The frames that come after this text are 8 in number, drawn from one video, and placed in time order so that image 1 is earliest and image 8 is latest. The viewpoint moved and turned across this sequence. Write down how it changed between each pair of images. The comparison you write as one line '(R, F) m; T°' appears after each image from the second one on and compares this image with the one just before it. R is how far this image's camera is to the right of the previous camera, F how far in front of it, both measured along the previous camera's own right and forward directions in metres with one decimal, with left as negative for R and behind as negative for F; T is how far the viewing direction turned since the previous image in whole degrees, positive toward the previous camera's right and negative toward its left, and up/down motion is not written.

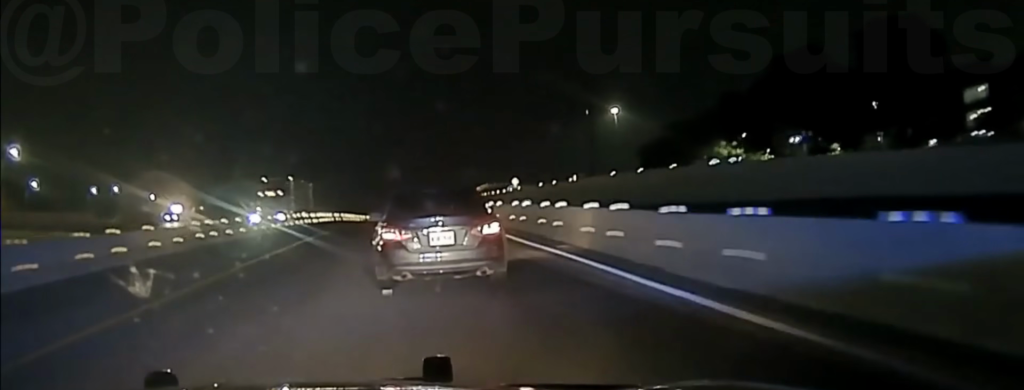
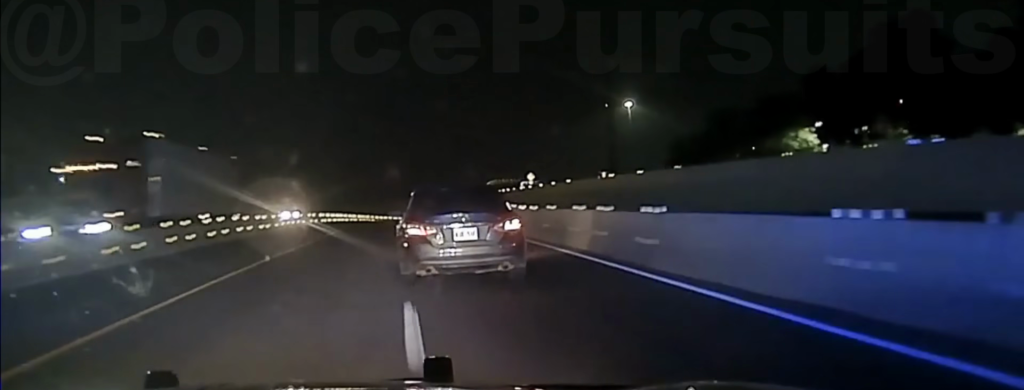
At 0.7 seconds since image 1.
(+0.1, +32.9) m; +1°
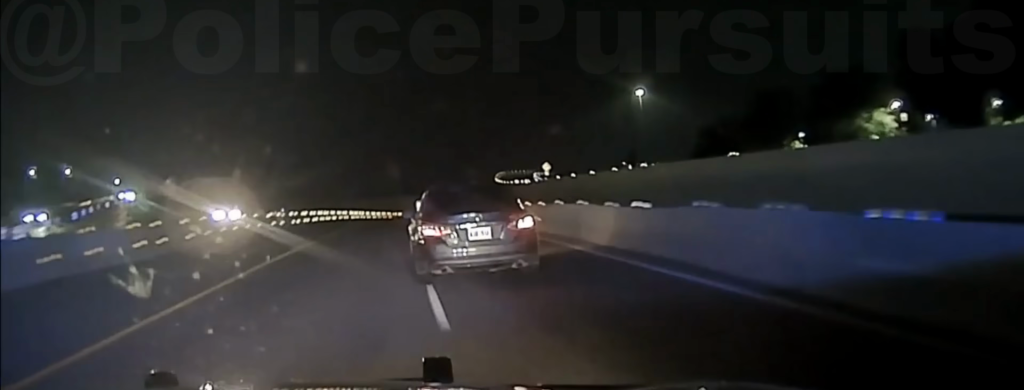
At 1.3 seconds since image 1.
(+0.3, +23.1) m; +1°
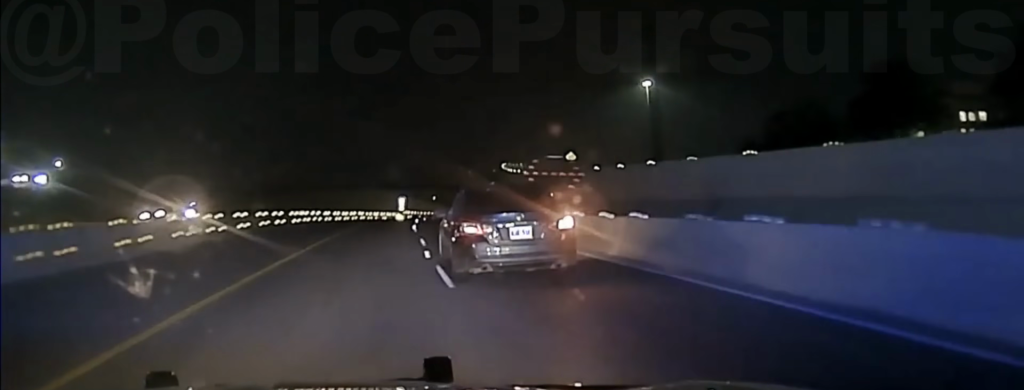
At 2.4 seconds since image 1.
(+0.6, +42.8) m; +1°
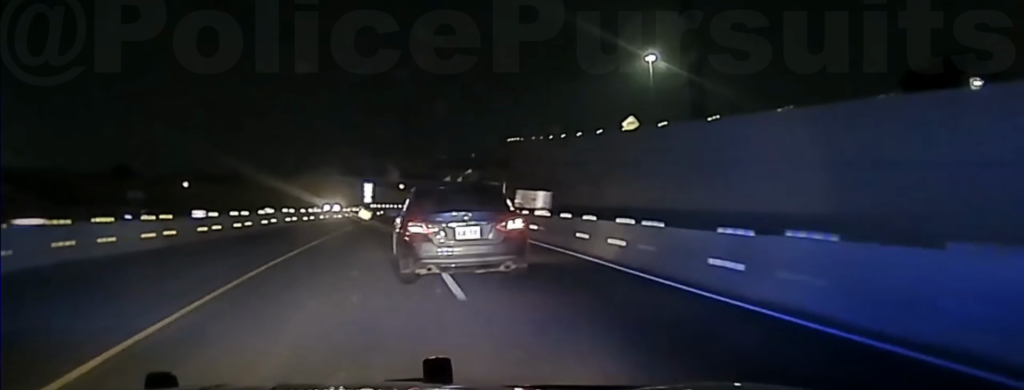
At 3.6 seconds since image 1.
(+0.3, +42.6) m; +2°
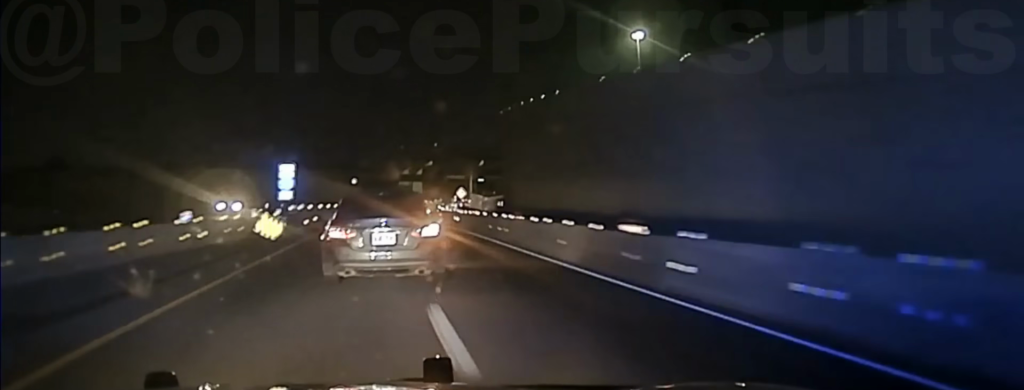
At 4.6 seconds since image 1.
(+0.8, +38.5) m; +2°
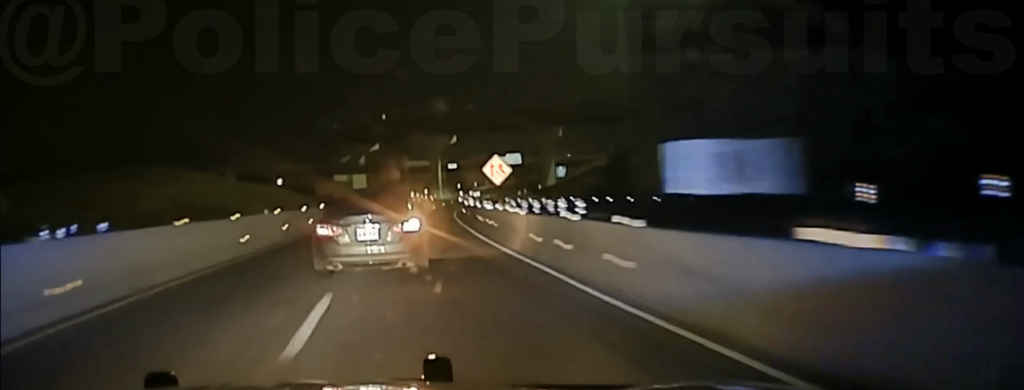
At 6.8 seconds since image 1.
(+4.3, +96.6) m; +4°
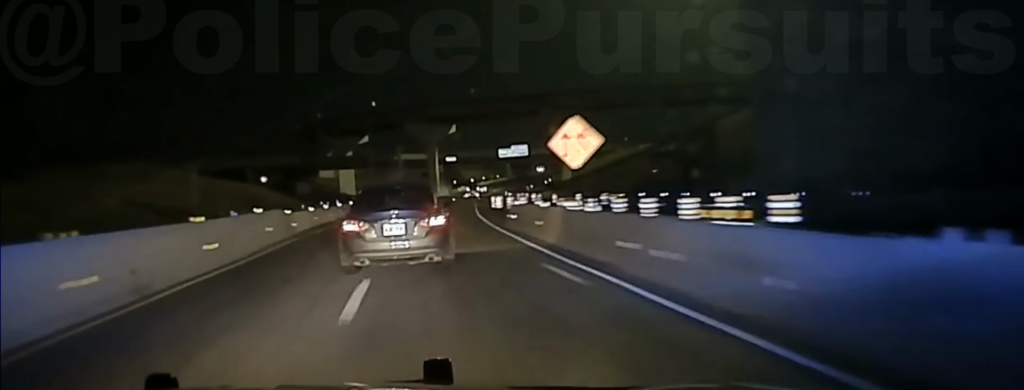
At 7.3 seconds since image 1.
(+0.1, +22.7) m; +1°
